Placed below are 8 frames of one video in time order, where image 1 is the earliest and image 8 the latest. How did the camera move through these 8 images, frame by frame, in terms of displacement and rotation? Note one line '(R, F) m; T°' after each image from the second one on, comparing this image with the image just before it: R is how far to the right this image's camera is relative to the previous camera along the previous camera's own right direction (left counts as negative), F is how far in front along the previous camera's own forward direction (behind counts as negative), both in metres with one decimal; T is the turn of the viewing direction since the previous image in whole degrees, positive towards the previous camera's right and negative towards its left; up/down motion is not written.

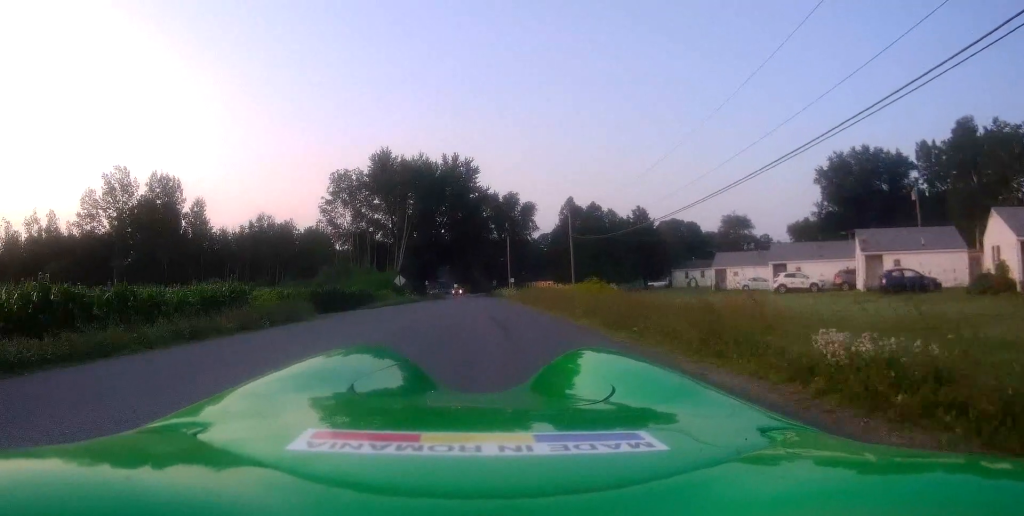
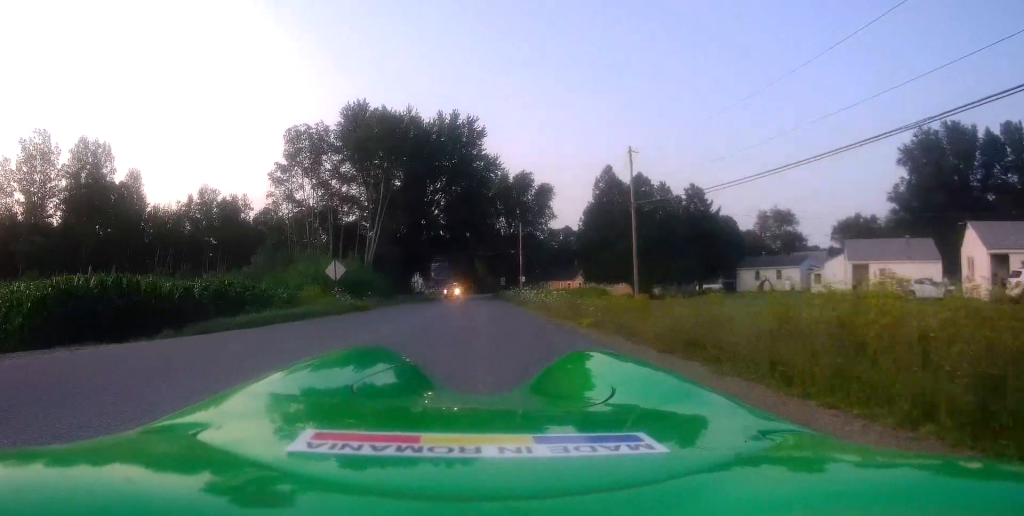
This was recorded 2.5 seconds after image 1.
(-0.9, +24.0) m; -2°
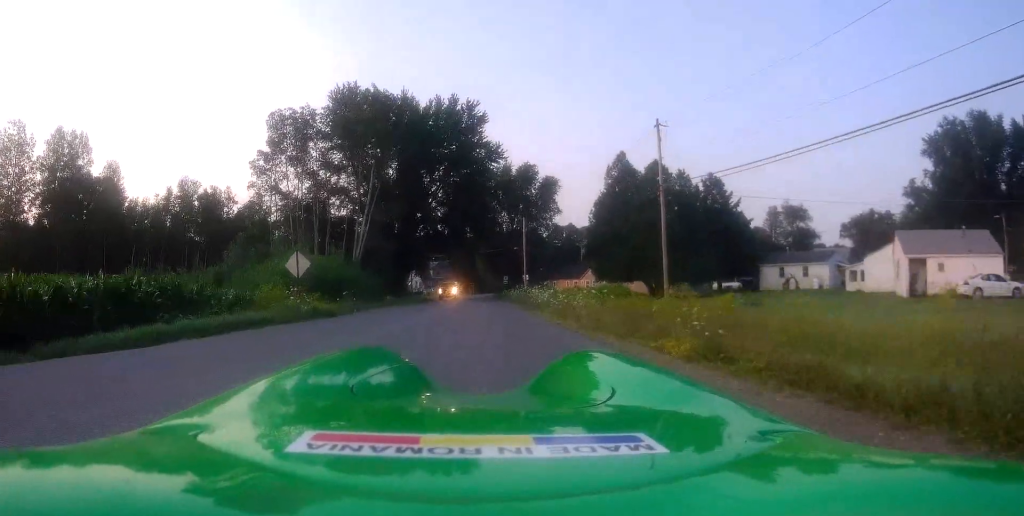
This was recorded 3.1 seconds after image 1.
(0.0, +6.0) m; 0°
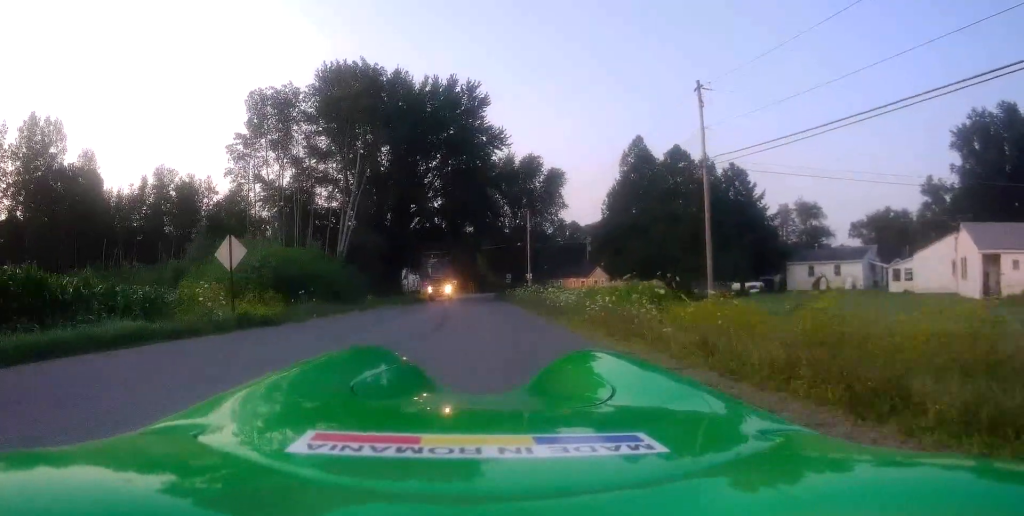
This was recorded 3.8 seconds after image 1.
(+0.1, +6.3) m; -1°
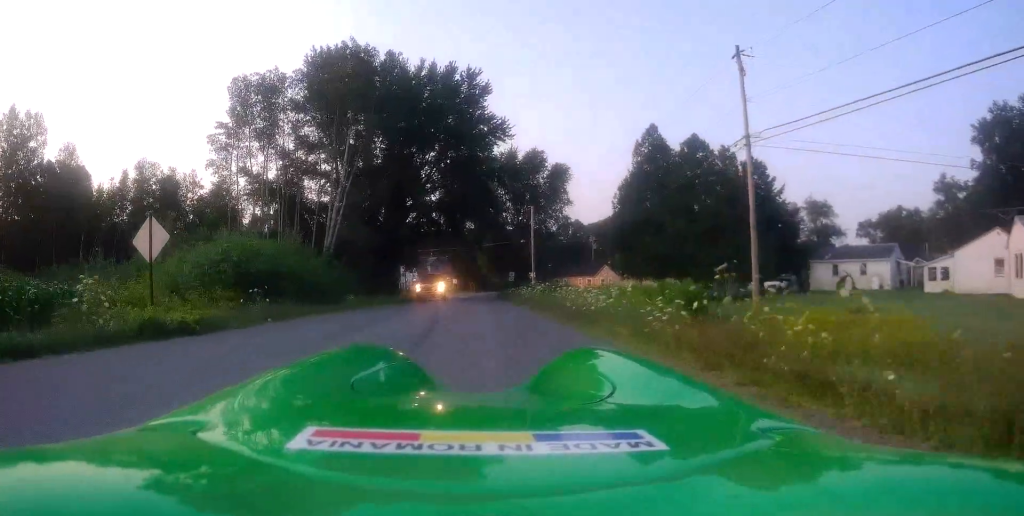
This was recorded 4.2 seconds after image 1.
(-0.1, +4.3) m; 0°
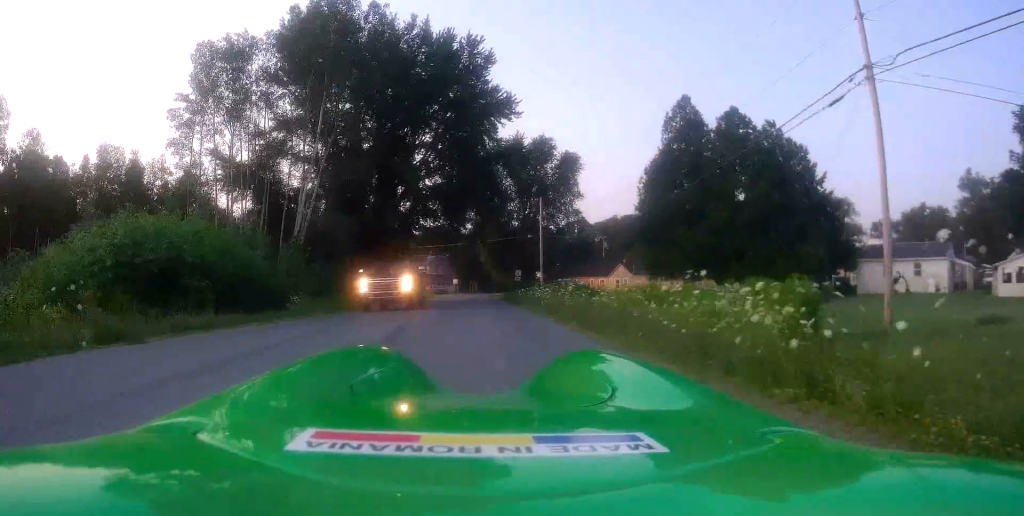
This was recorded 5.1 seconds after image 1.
(-0.2, +7.8) m; -1°
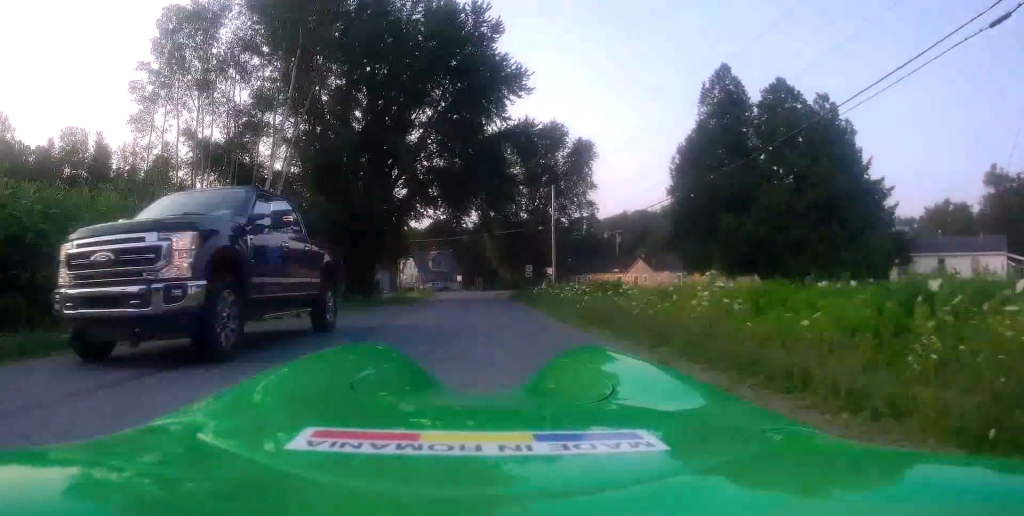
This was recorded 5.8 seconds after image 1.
(+0.2, +6.7) m; -1°
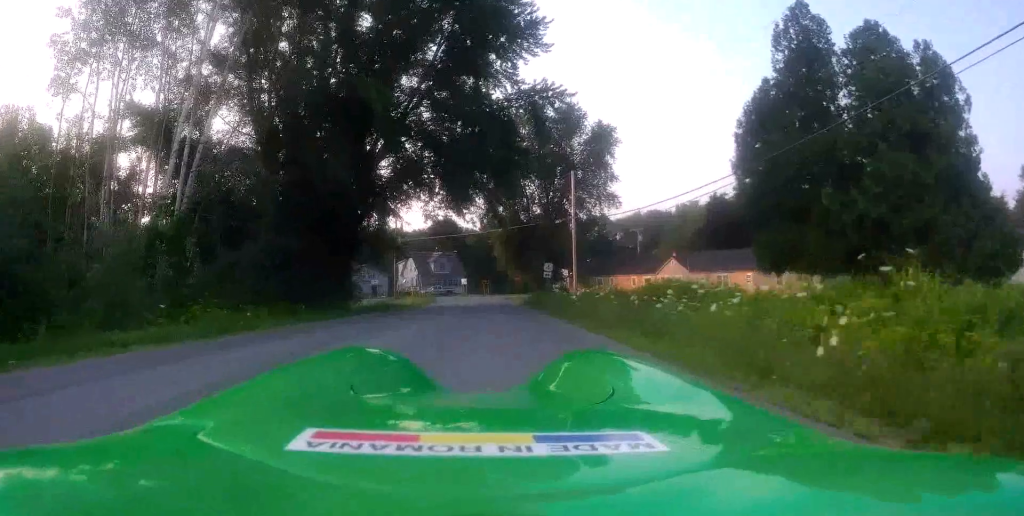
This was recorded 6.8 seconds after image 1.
(-0.4, +9.7) m; -2°
